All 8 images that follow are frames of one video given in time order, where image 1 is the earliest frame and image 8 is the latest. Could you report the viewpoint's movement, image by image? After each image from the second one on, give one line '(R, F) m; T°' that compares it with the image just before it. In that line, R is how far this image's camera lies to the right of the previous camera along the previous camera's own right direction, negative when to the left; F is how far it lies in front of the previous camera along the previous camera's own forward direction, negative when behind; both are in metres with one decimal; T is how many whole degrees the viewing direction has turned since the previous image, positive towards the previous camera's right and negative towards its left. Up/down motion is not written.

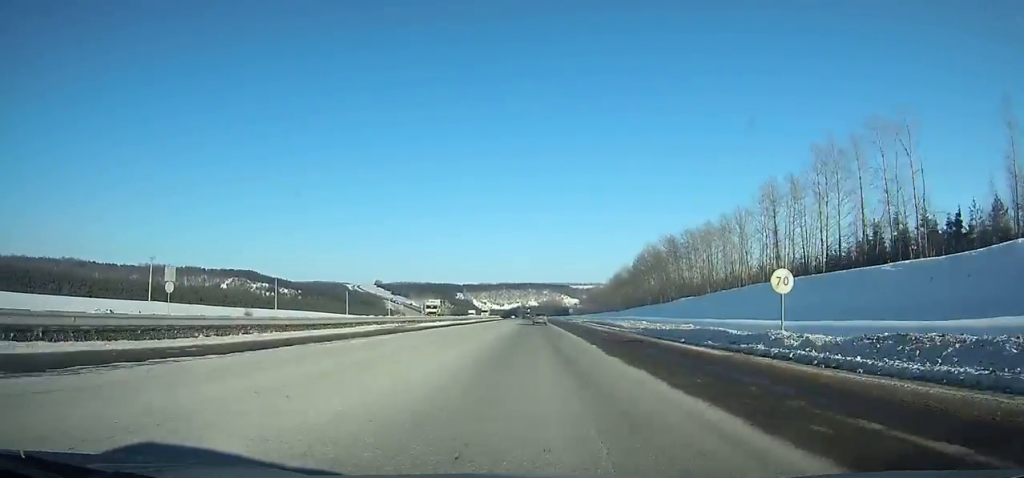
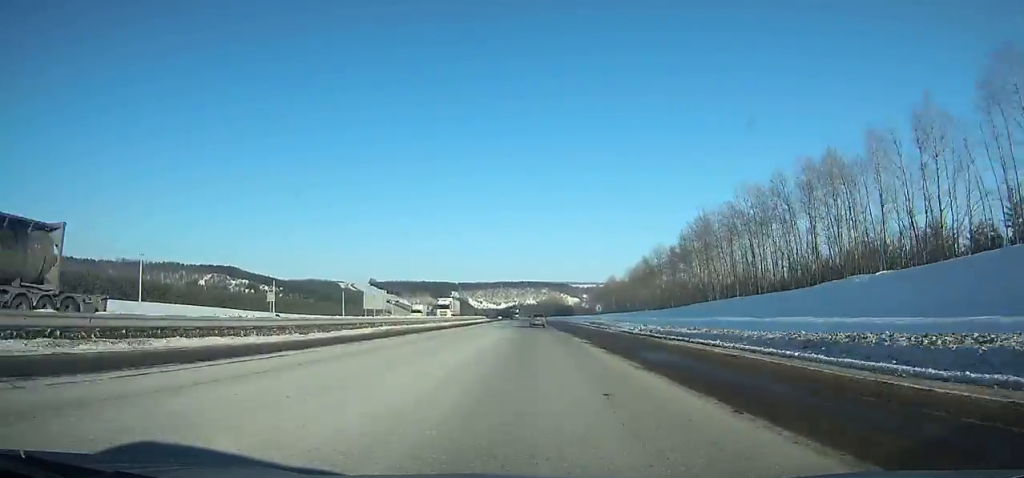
(-0.1, +58.5) m; 0°
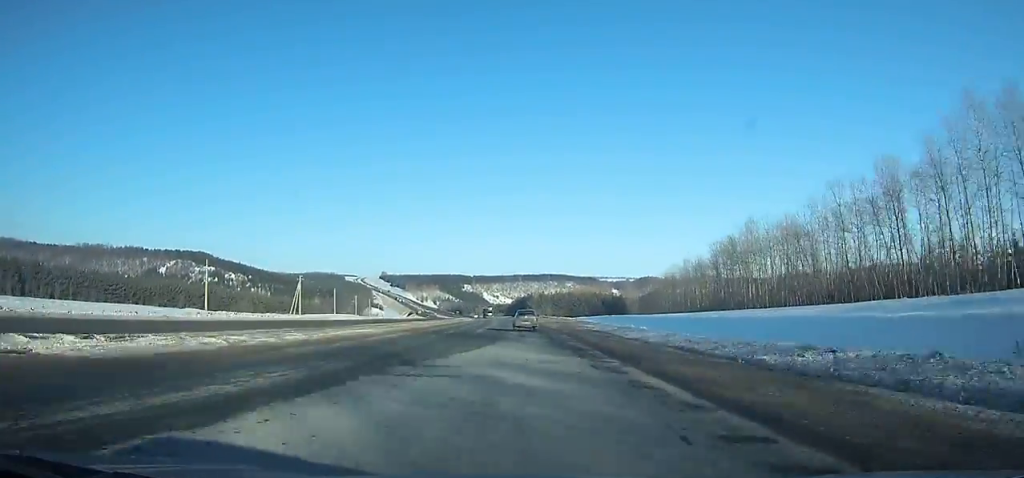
(-0.6, +149.0) m; -2°
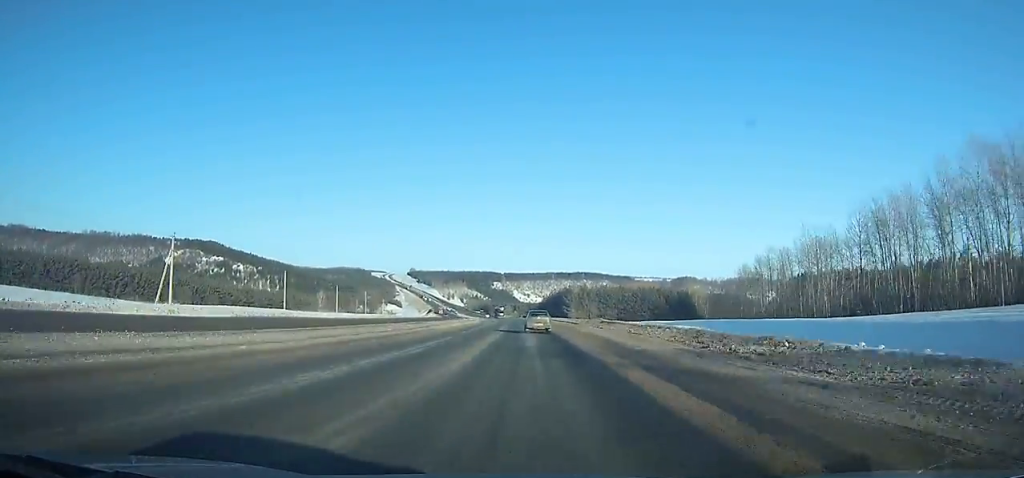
(-1.7, +58.6) m; -2°
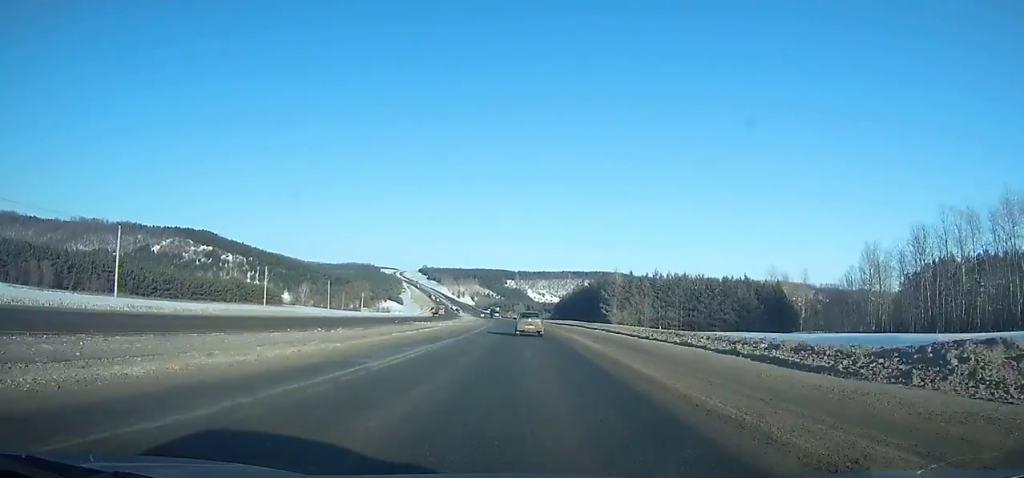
(-1.1, +57.8) m; -2°
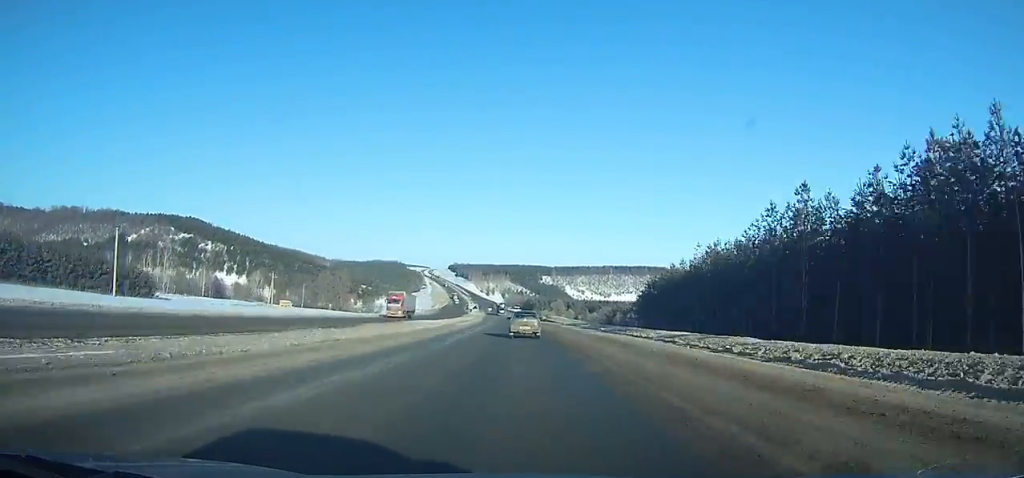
(-2.7, +99.5) m; -3°
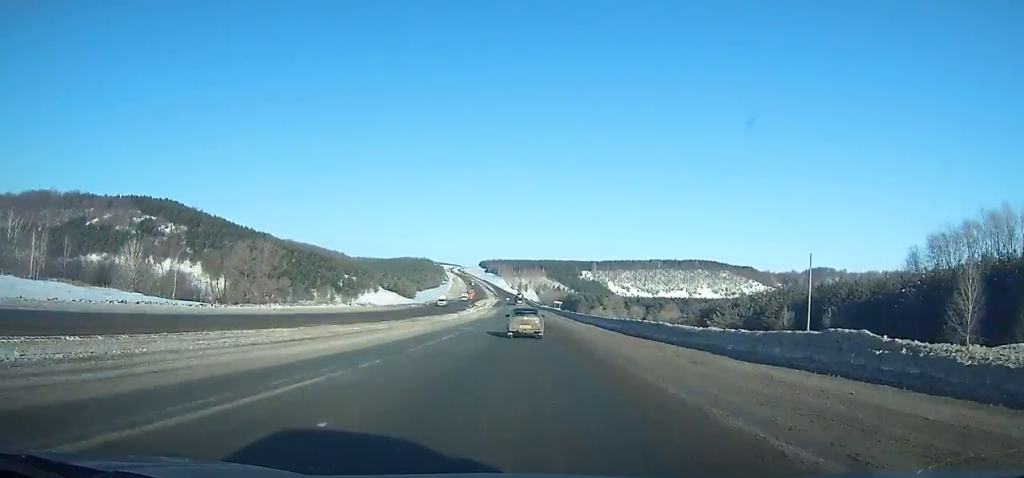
(-3.1, +101.3) m; -4°
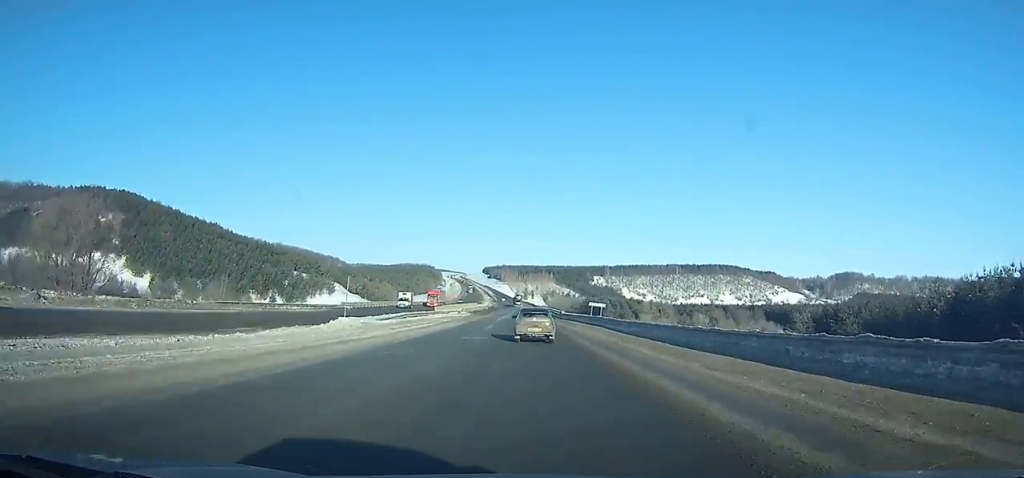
(-1.4, +70.4) m; -1°
